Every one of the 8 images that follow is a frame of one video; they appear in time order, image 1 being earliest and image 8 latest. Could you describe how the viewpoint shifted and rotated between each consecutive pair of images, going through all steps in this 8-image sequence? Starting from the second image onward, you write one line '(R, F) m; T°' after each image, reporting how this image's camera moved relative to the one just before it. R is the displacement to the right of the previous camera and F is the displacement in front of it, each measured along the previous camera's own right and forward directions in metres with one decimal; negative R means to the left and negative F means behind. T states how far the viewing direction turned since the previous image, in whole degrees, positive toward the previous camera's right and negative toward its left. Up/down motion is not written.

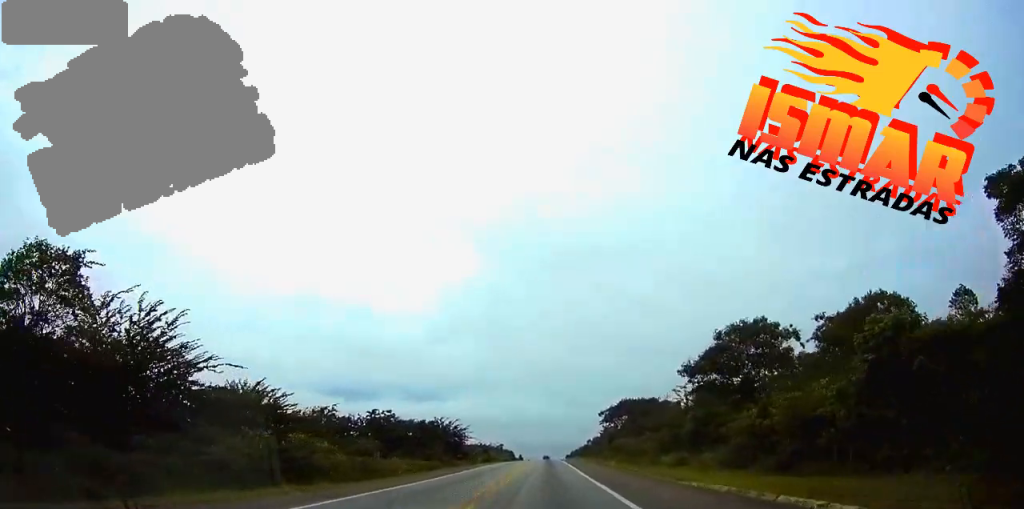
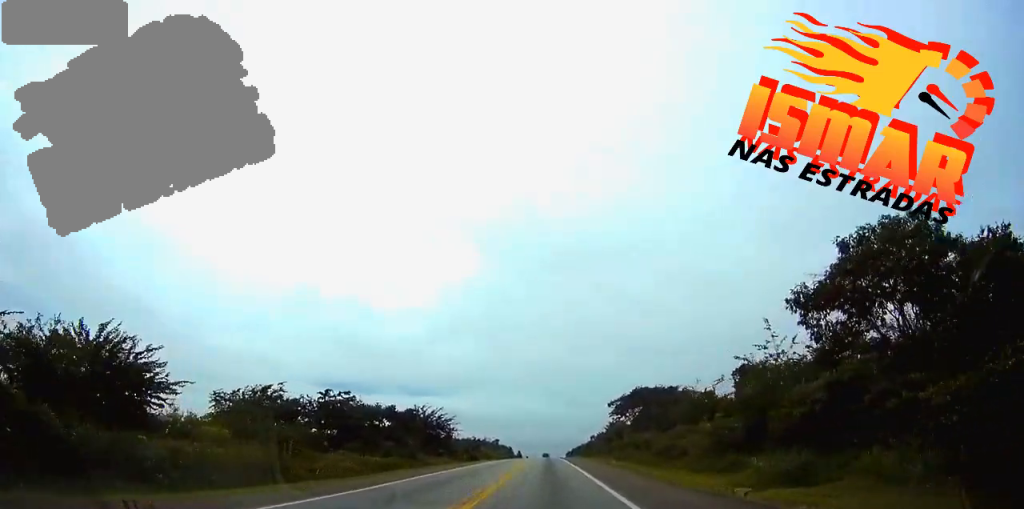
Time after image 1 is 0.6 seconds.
(0.0, +21.3) m; 0°
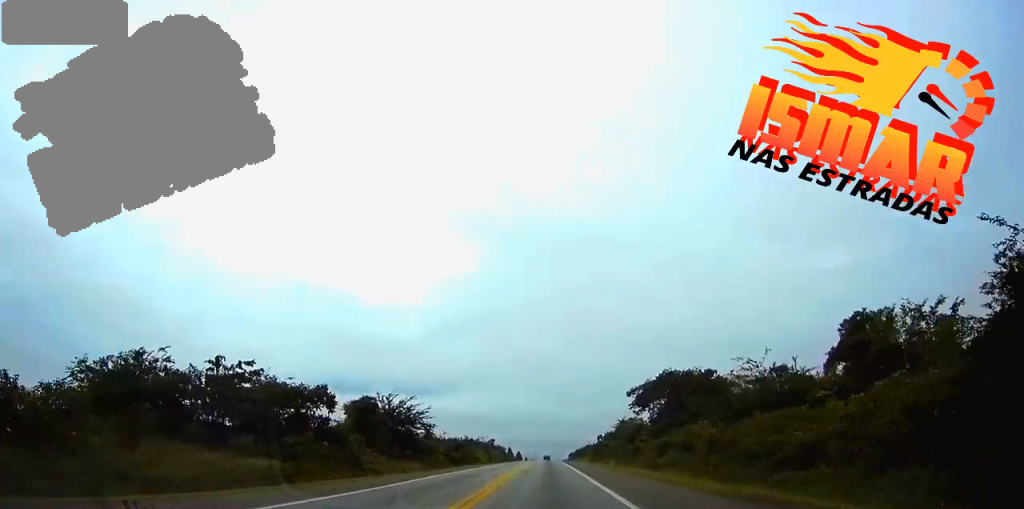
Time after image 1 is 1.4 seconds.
(-0.1, +27.2) m; 0°
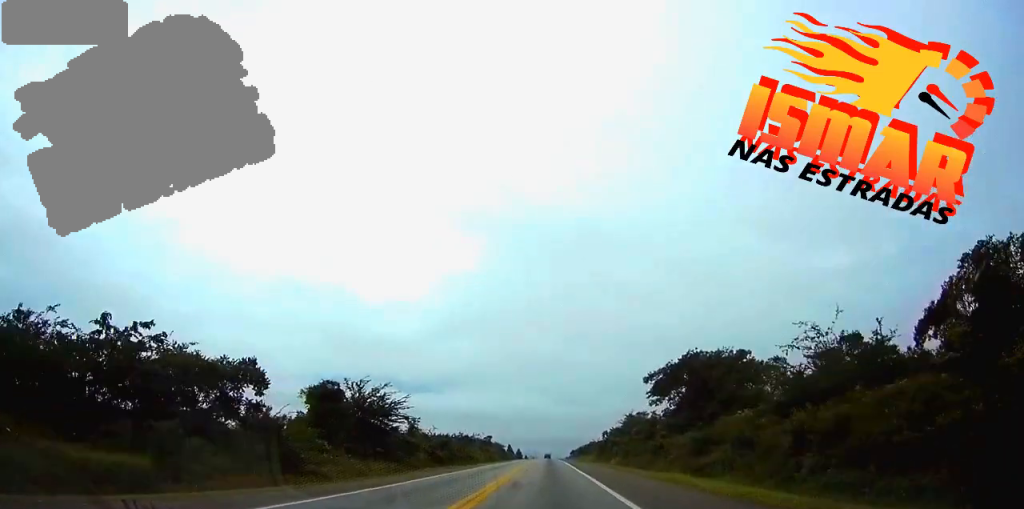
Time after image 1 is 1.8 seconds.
(0.0, +15.4) m; 0°
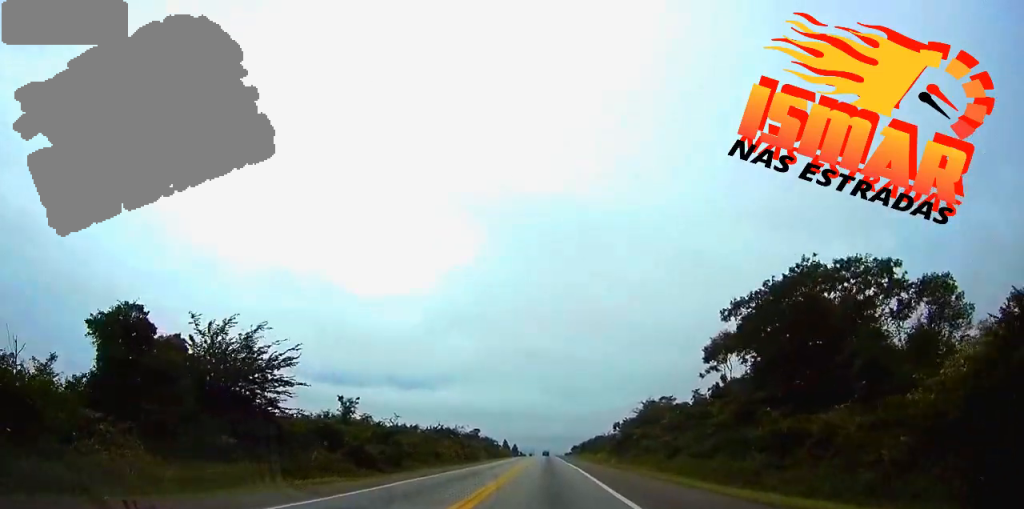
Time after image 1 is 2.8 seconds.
(+0.1, +35.4) m; 0°
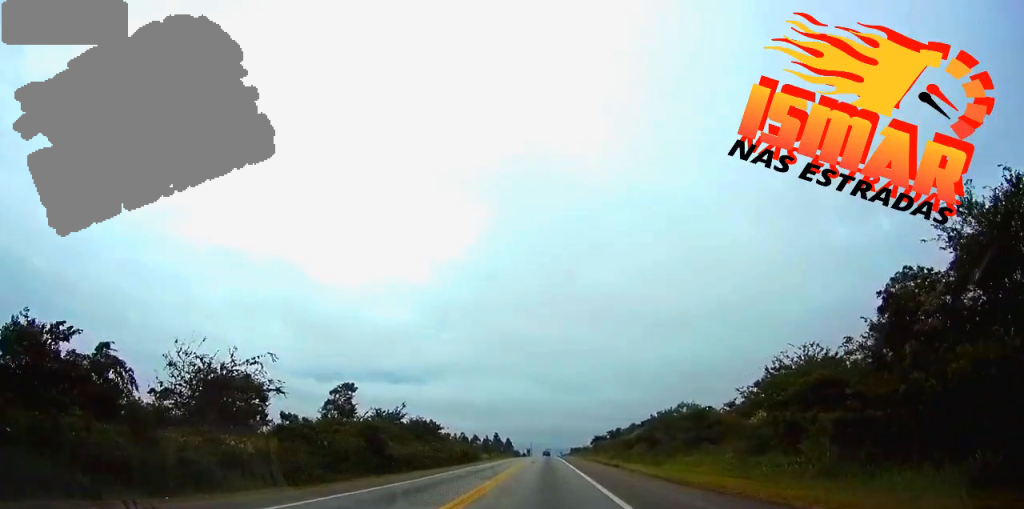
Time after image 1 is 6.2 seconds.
(-0.1, +122.5) m; 0°
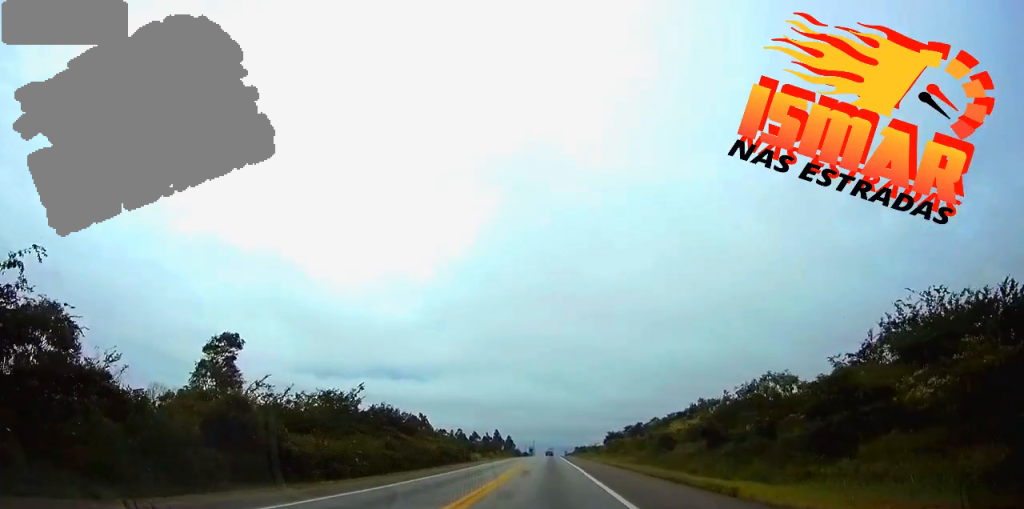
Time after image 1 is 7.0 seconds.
(0.0, +27.5) m; 0°
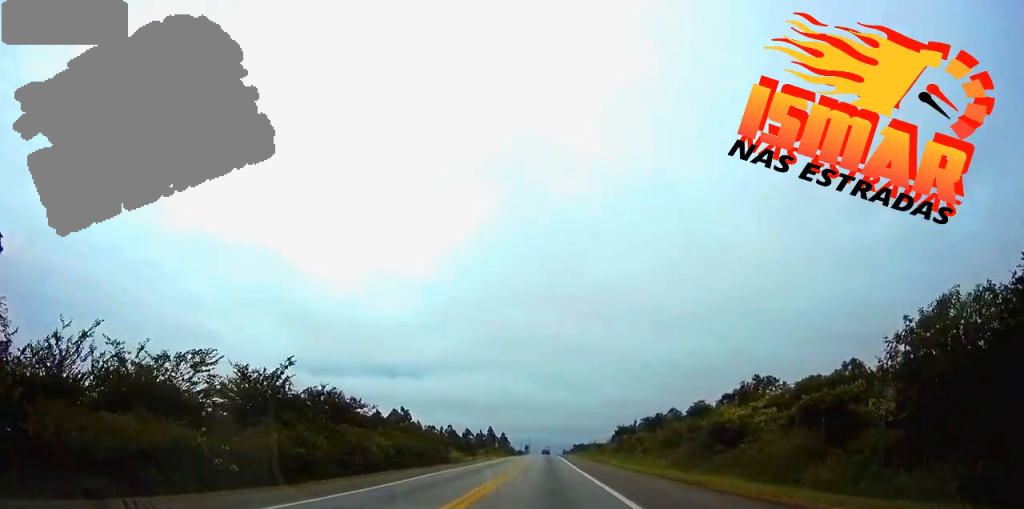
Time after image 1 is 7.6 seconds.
(-0.1, +22.7) m; 0°
